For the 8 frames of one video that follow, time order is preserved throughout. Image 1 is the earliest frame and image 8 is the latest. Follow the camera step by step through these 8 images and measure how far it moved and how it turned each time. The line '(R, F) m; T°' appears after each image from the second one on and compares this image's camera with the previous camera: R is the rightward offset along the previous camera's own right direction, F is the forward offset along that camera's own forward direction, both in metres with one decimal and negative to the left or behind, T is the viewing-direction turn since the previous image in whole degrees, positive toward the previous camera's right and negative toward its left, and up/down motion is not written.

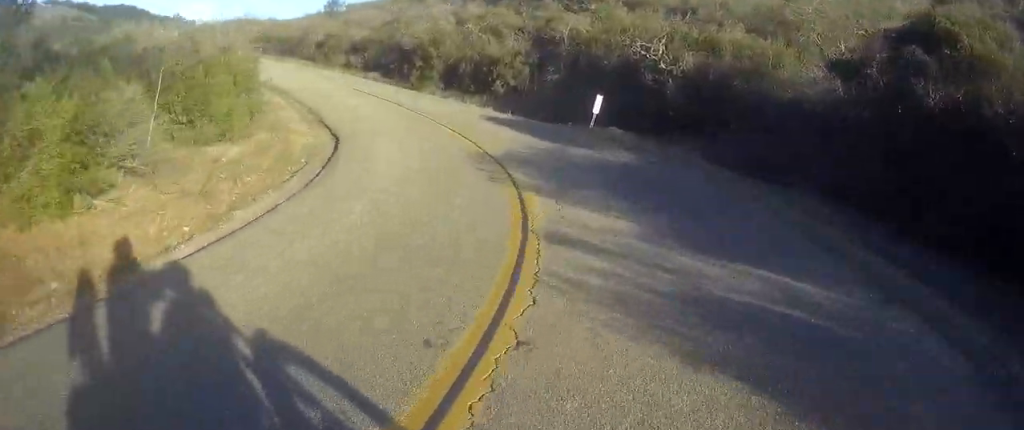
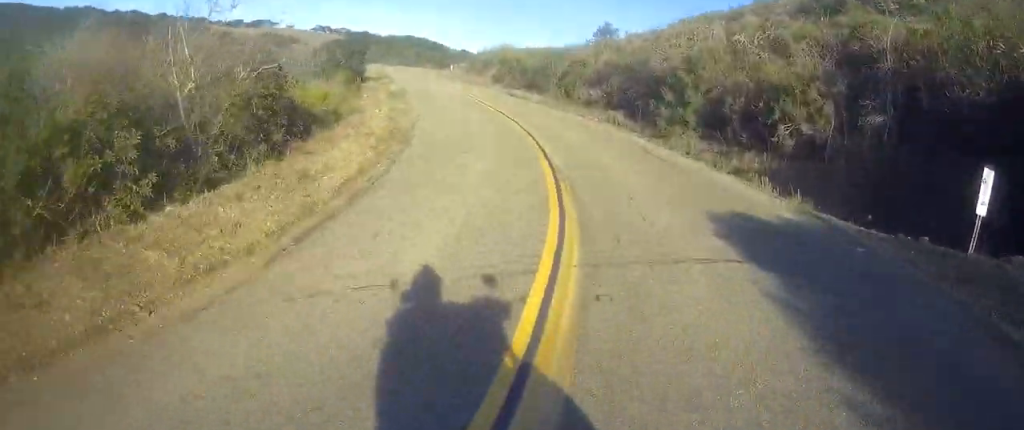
(-5.1, +12.0) m; -35°
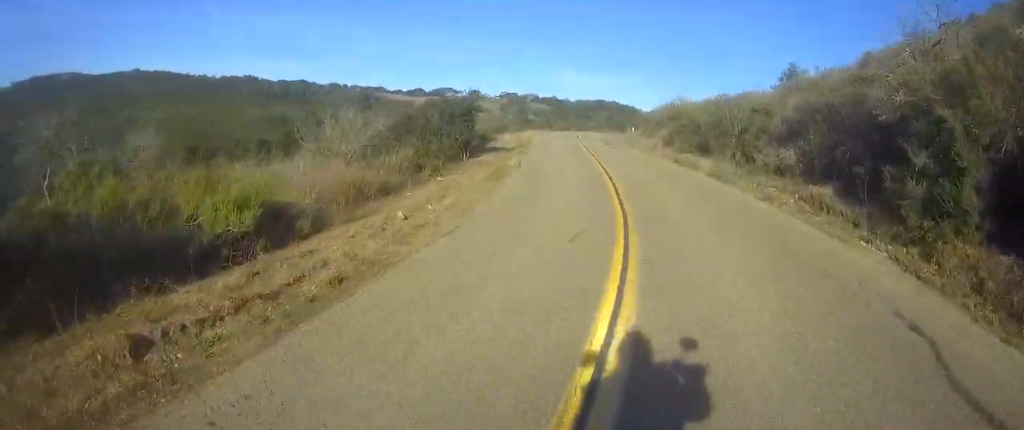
(-0.9, +11.5) m; -11°
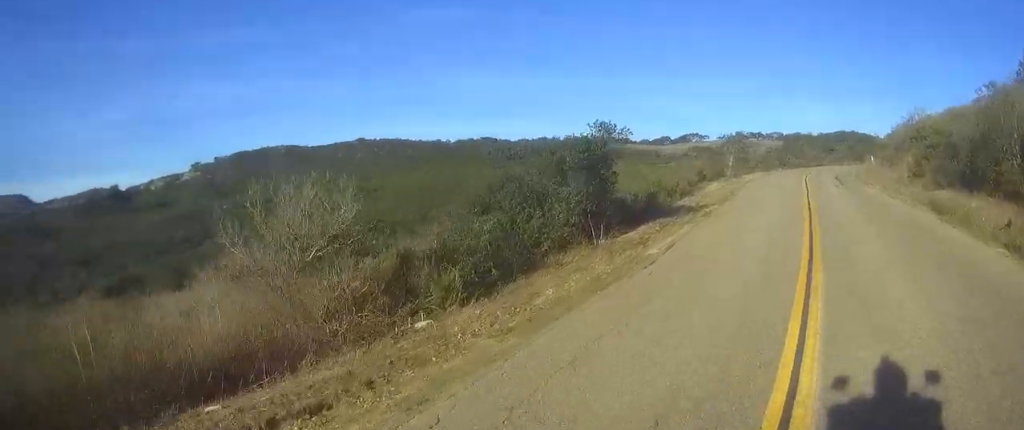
(-1.6, +13.0) m; -10°
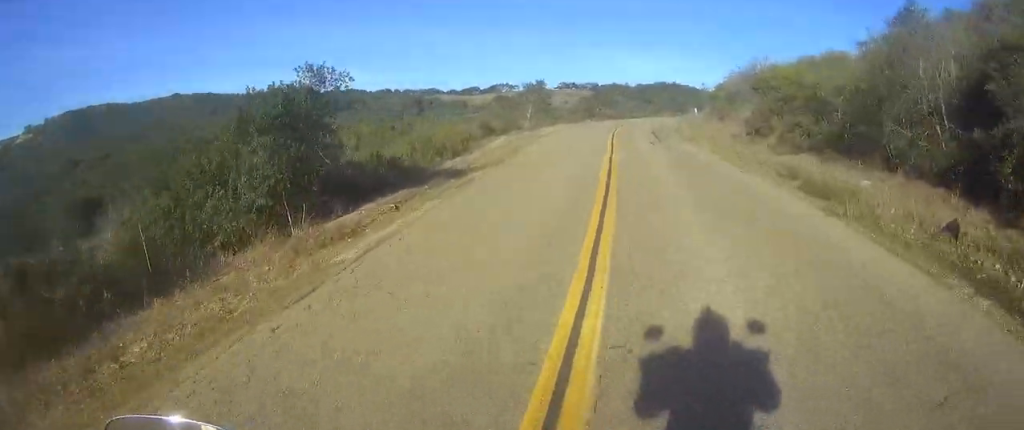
(-0.1, +5.6) m; -1°
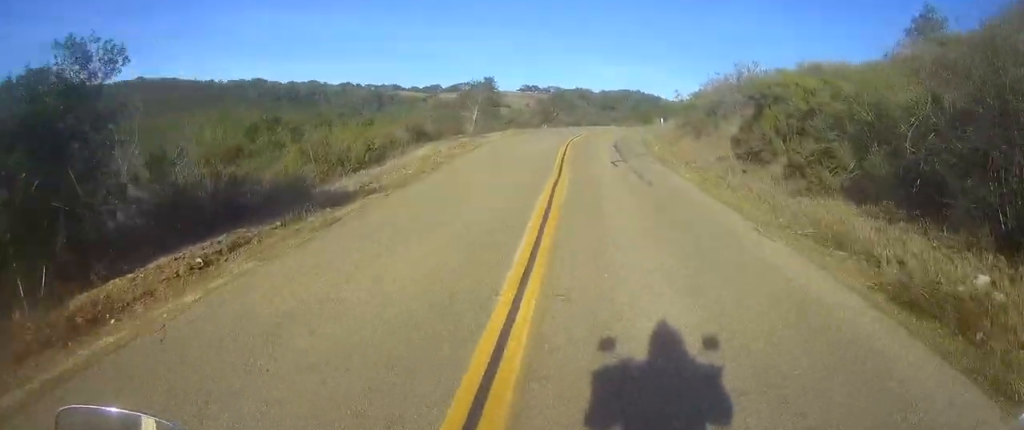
(0.0, +6.0) m; -1°
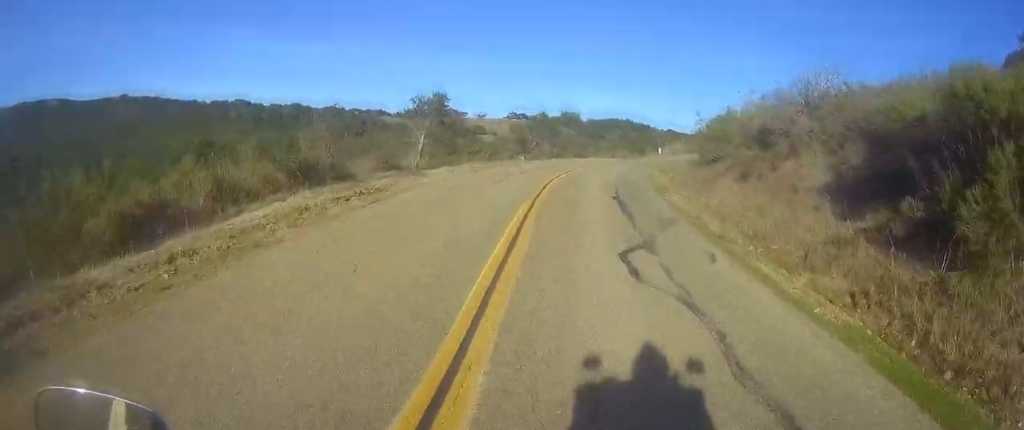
(-0.4, +11.4) m; +4°
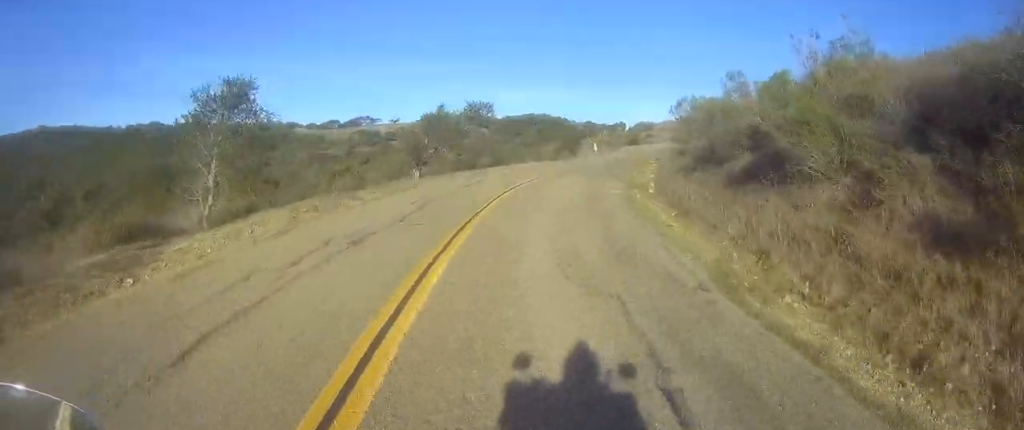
(+1.5, +14.5) m; +7°
